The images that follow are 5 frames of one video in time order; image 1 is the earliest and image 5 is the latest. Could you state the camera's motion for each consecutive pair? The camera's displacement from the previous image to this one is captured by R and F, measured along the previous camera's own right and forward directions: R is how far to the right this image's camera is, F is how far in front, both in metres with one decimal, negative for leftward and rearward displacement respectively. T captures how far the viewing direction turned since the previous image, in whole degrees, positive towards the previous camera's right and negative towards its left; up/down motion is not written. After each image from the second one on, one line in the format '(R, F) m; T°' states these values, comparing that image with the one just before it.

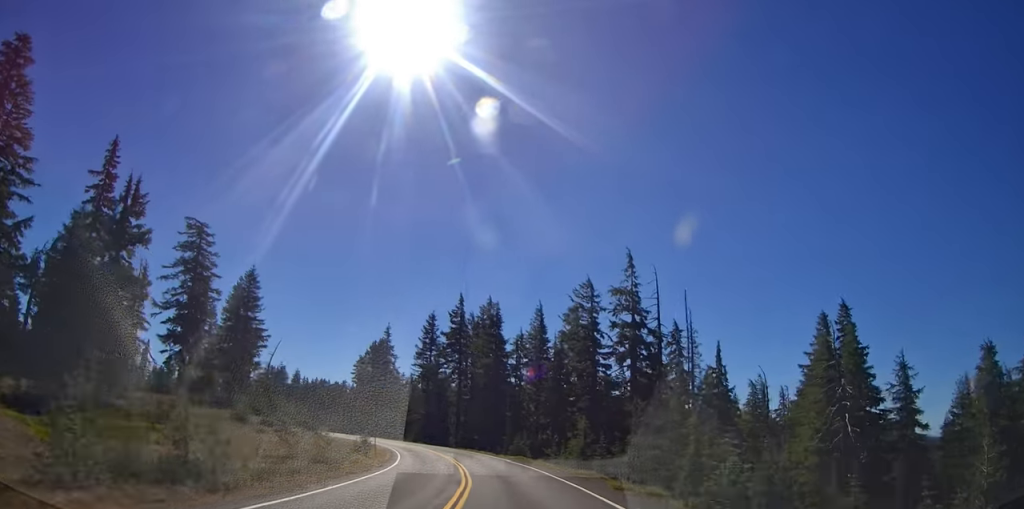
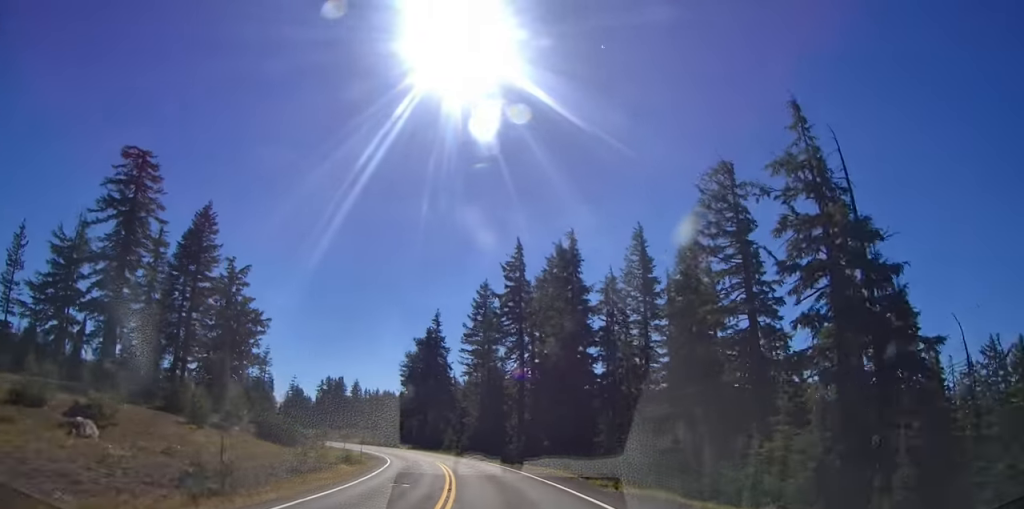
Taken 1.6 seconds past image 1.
(-2.9, +27.6) m; -9°
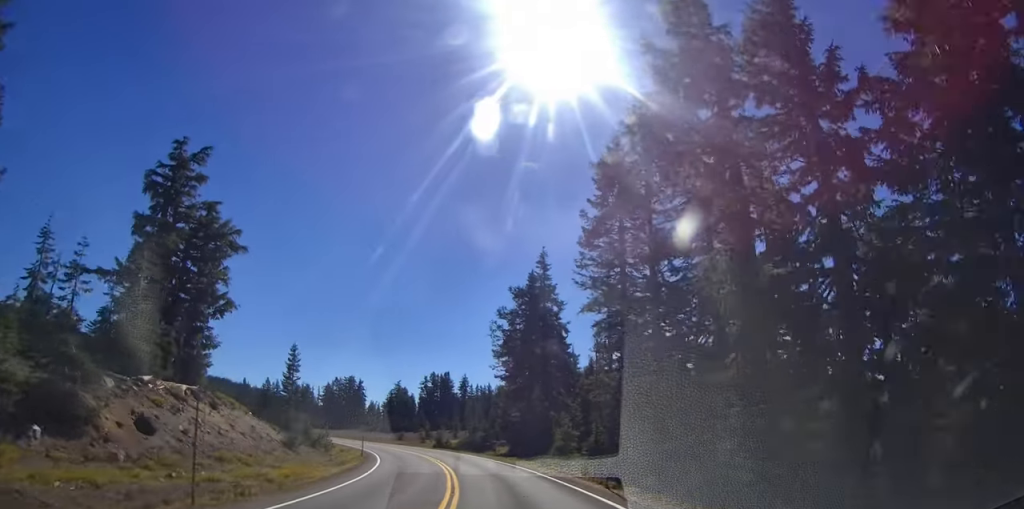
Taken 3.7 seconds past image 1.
(-2.5, +37.9) m; -7°
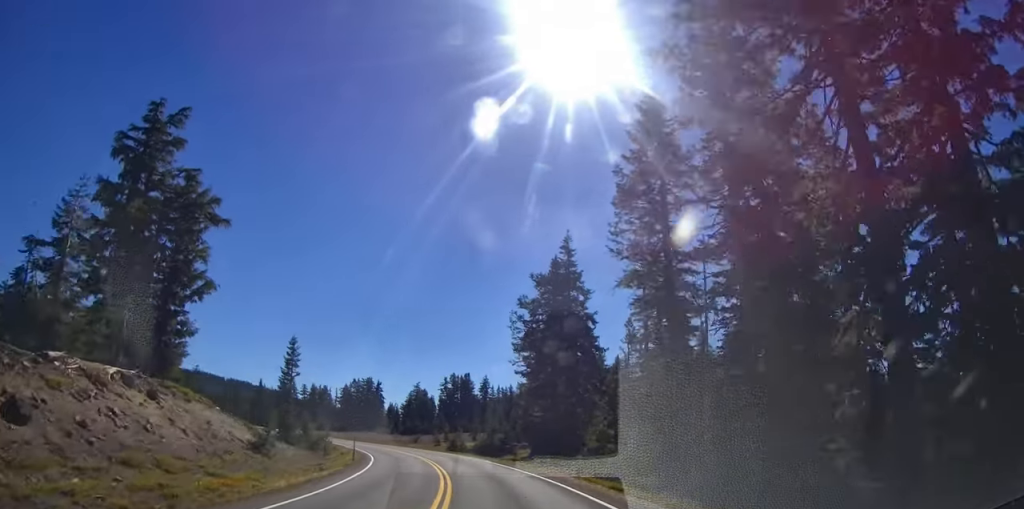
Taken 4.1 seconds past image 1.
(0.0, +7.1) m; -2°
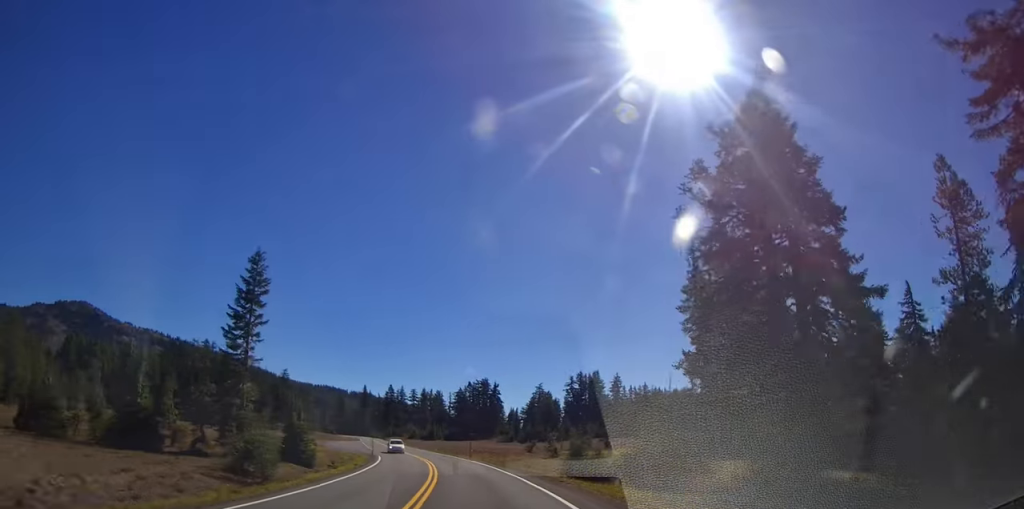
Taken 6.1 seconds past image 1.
(-3.7, +35.1) m; -16°
